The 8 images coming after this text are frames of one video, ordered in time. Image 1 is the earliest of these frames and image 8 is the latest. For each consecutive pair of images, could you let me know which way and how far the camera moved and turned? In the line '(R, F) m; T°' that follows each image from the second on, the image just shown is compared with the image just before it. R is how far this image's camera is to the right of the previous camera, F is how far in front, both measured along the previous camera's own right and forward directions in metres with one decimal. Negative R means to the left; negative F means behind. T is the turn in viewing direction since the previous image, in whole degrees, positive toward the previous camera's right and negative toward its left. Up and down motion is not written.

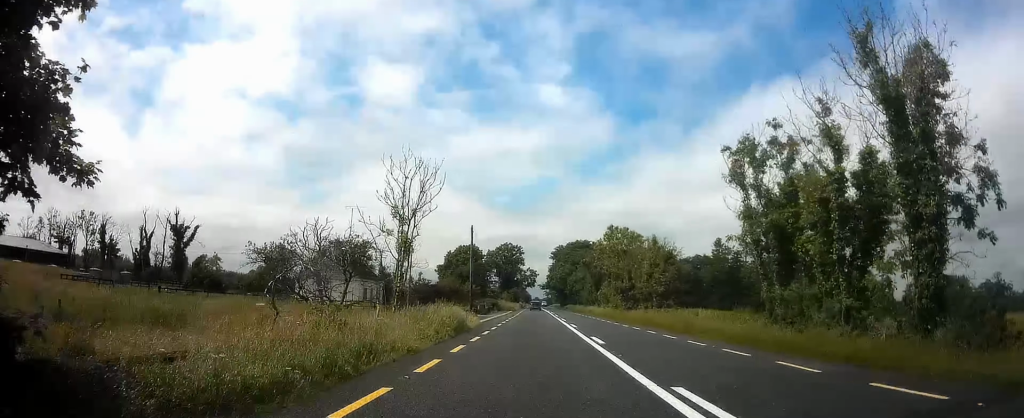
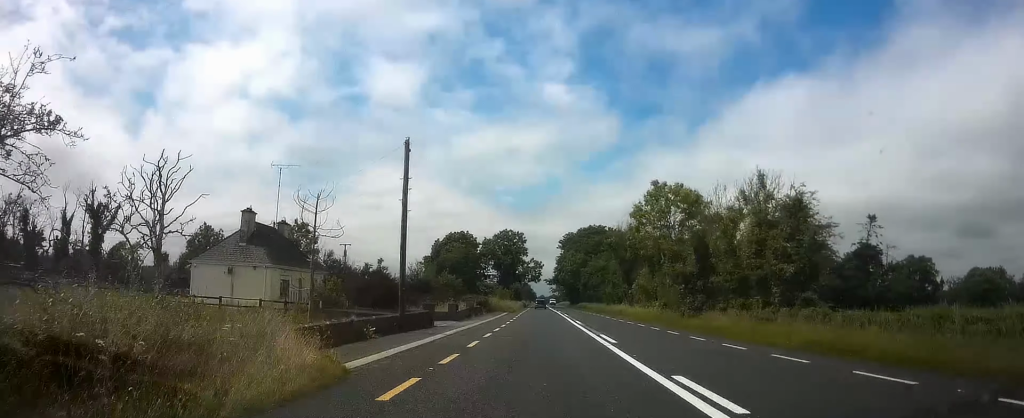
(0.0, +23.2) m; 0°
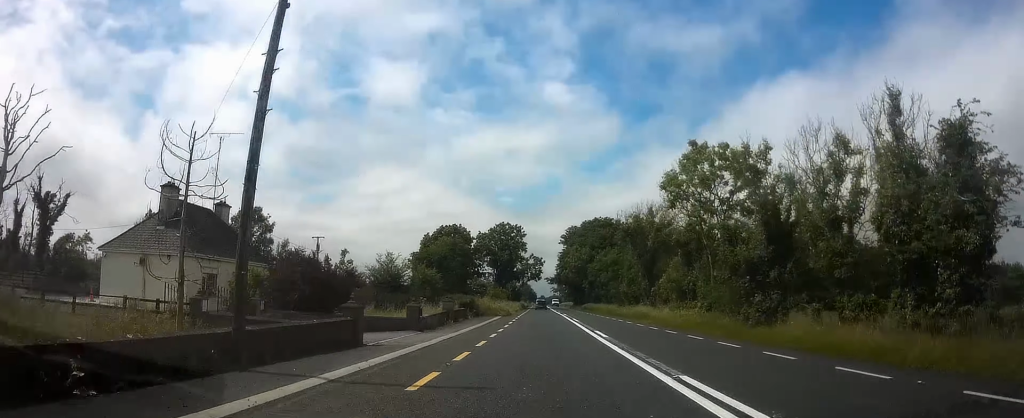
(0.0, +11.2) m; 0°
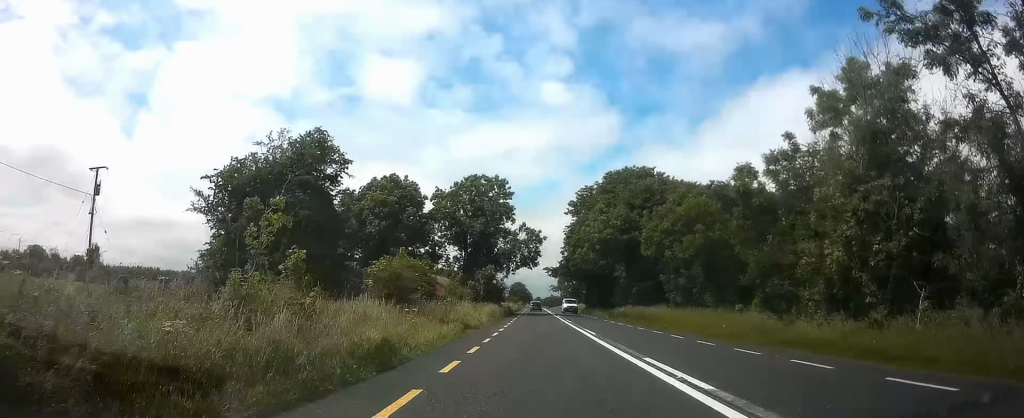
(-0.5, +42.0) m; -1°
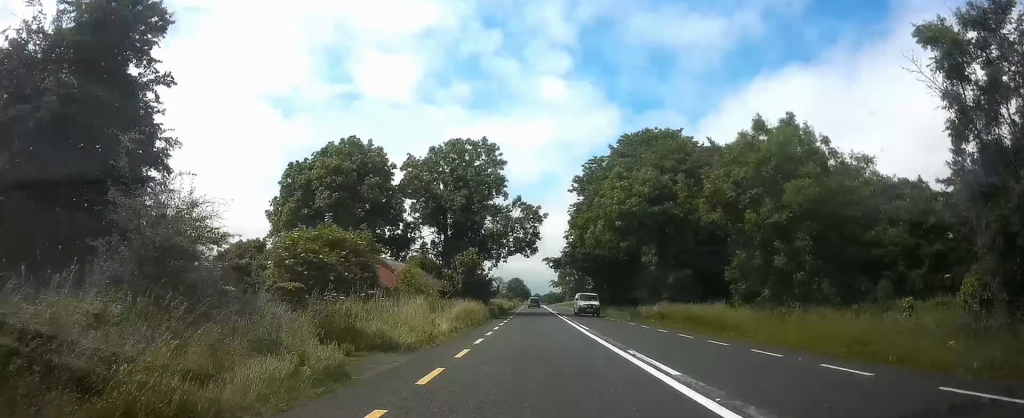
(0.0, +13.7) m; 0°
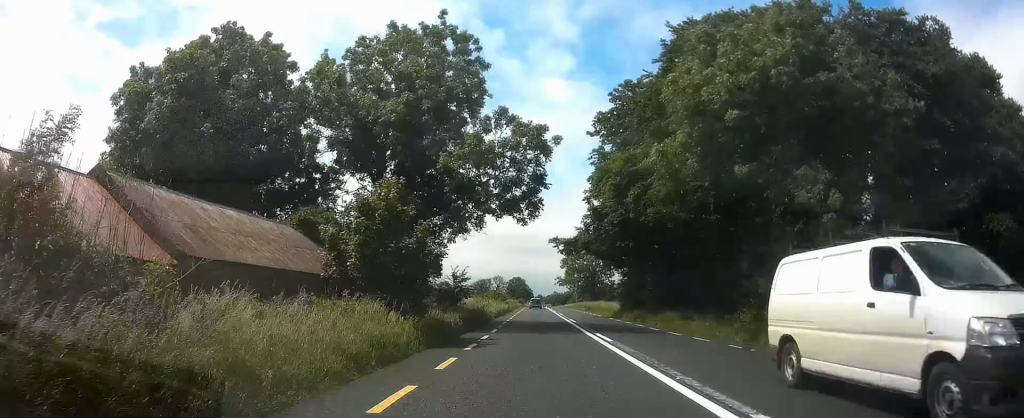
(+0.3, +22.2) m; +1°
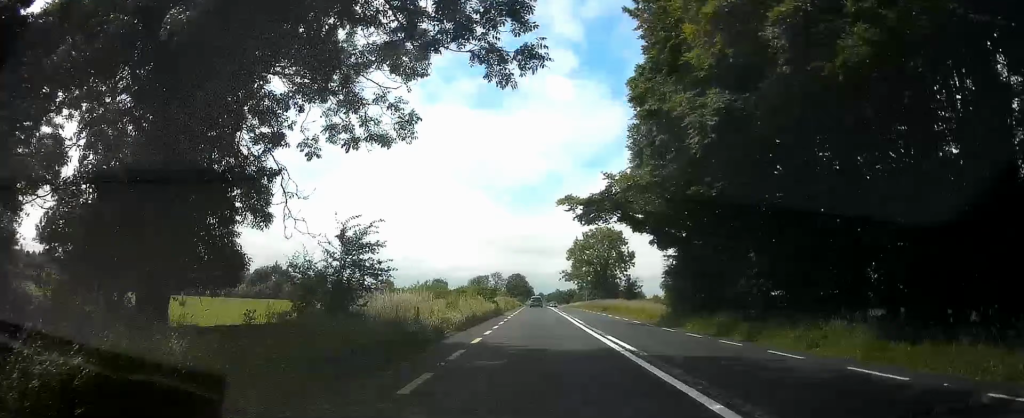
(0.0, +18.8) m; -1°
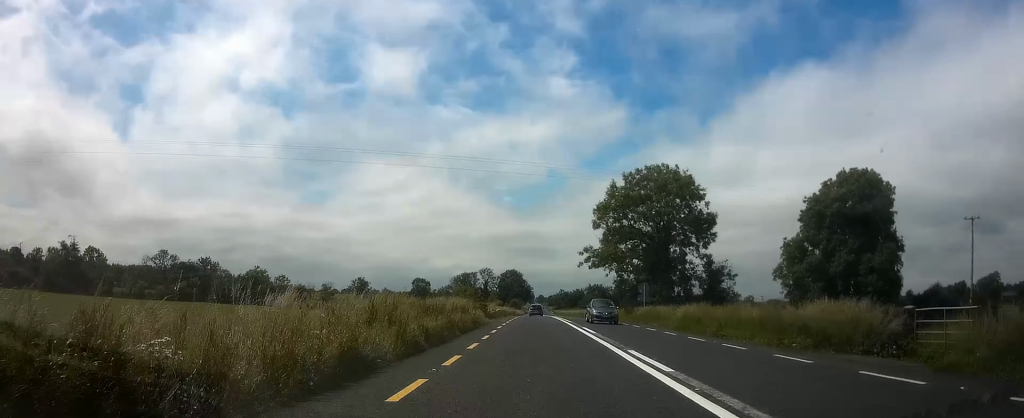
(-0.8, +48.5) m; 0°
